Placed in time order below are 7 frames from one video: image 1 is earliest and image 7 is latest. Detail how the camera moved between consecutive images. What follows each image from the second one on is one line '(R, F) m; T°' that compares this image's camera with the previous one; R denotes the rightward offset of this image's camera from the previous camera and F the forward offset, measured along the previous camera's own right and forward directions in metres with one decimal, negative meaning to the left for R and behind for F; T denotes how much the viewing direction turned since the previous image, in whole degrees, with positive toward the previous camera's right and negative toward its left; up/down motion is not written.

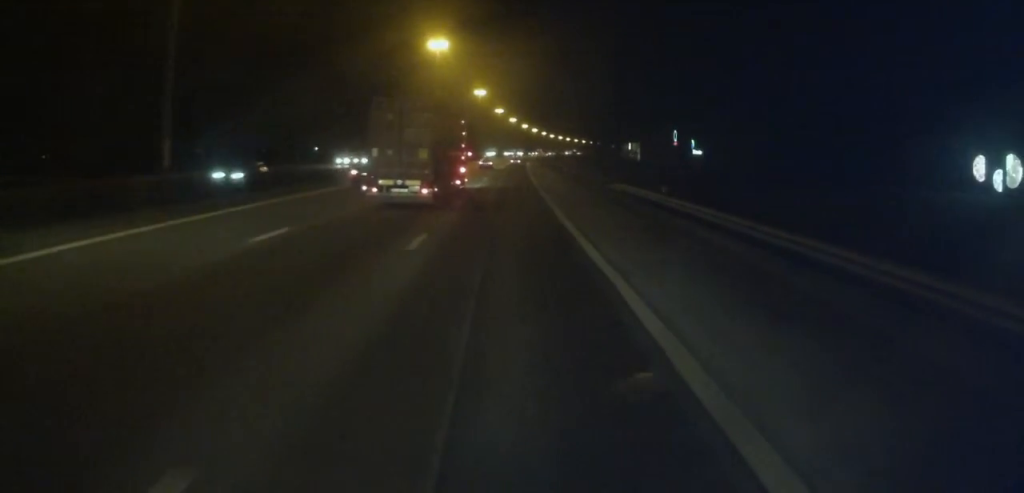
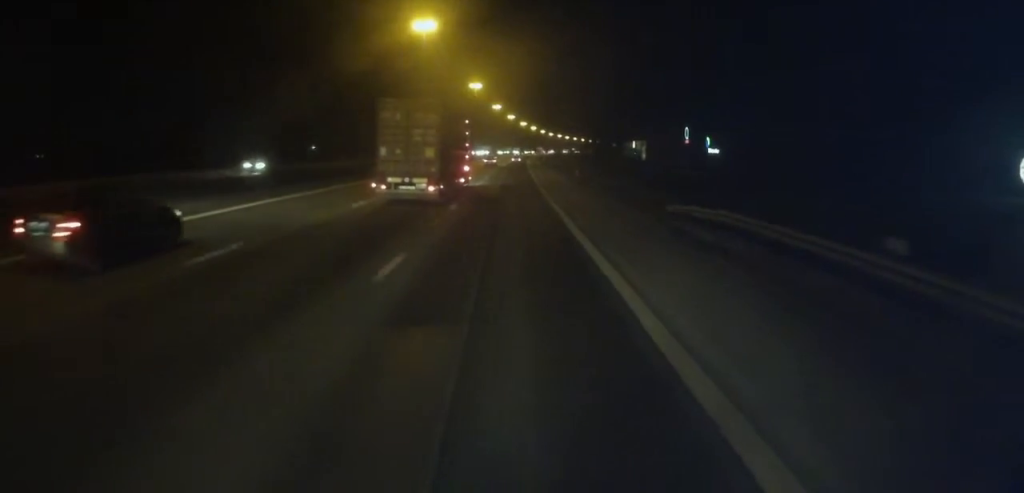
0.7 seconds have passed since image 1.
(-0.2, +15.7) m; 0°
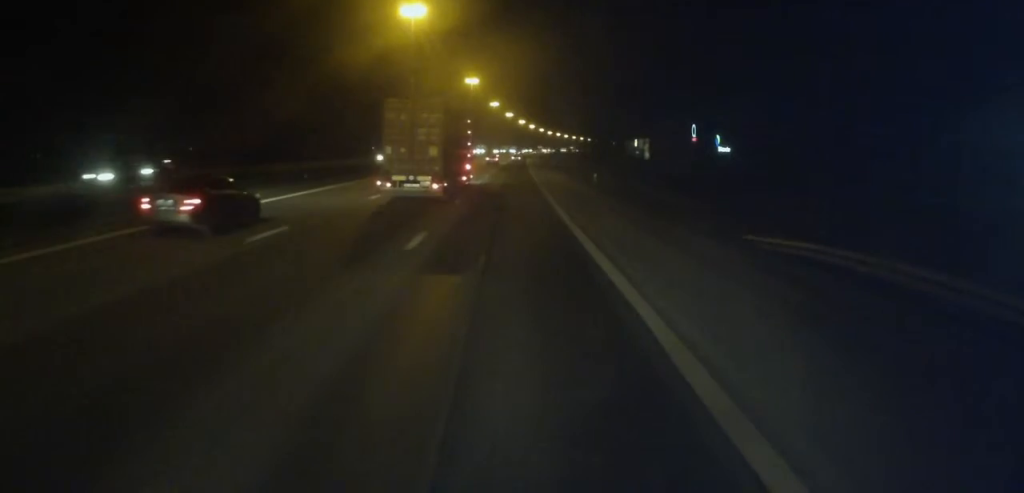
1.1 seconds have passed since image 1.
(-0.2, +9.5) m; 0°
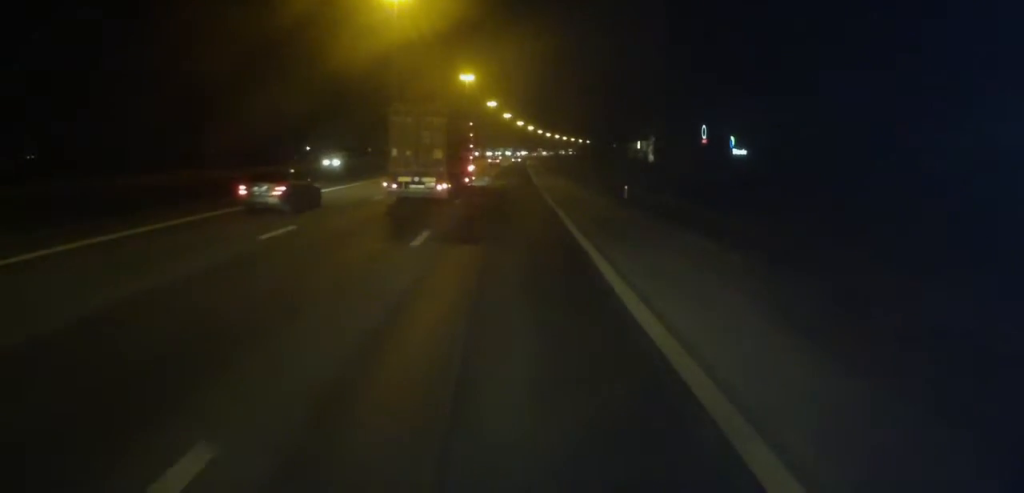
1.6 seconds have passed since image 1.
(+0.2, +11.8) m; +1°
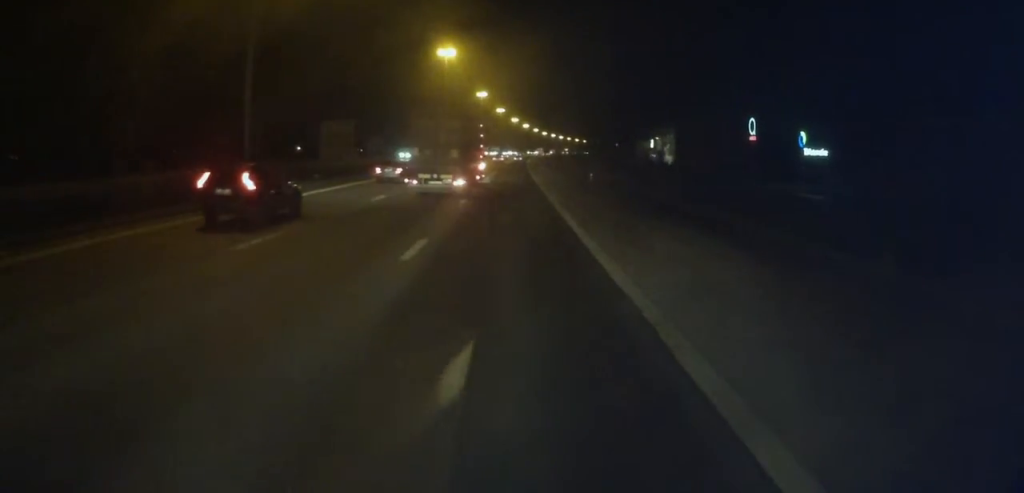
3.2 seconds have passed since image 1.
(+0.7, +39.3) m; +1°
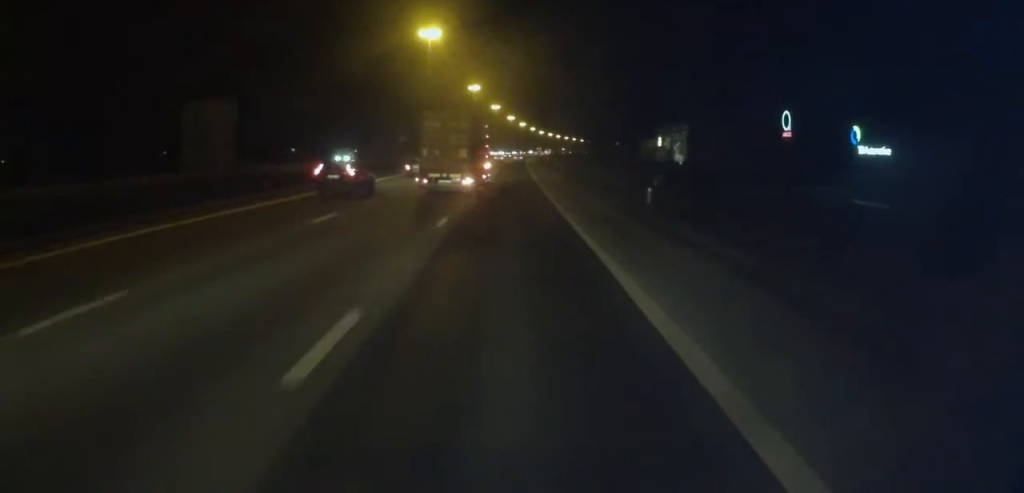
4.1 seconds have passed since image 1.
(0.0, +19.5) m; 0°
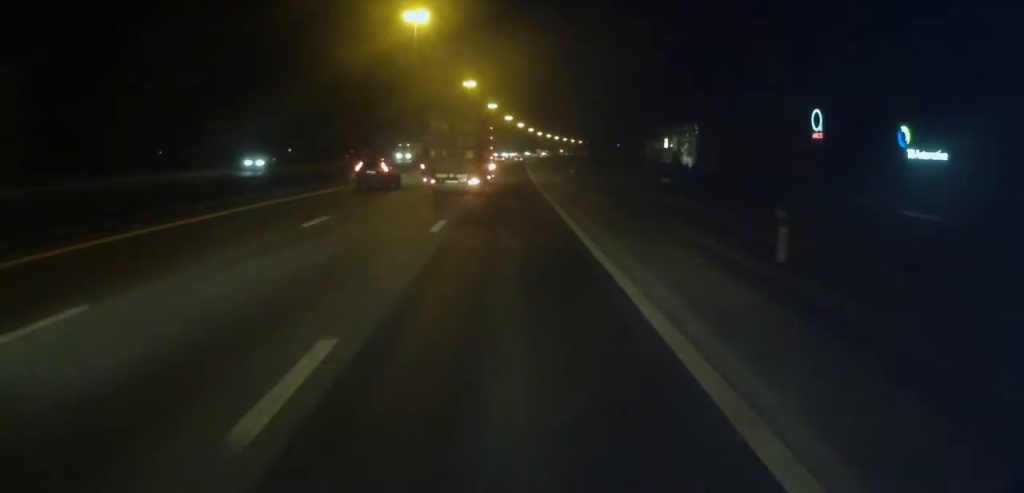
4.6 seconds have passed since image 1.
(-0.1, +13.2) m; 0°
